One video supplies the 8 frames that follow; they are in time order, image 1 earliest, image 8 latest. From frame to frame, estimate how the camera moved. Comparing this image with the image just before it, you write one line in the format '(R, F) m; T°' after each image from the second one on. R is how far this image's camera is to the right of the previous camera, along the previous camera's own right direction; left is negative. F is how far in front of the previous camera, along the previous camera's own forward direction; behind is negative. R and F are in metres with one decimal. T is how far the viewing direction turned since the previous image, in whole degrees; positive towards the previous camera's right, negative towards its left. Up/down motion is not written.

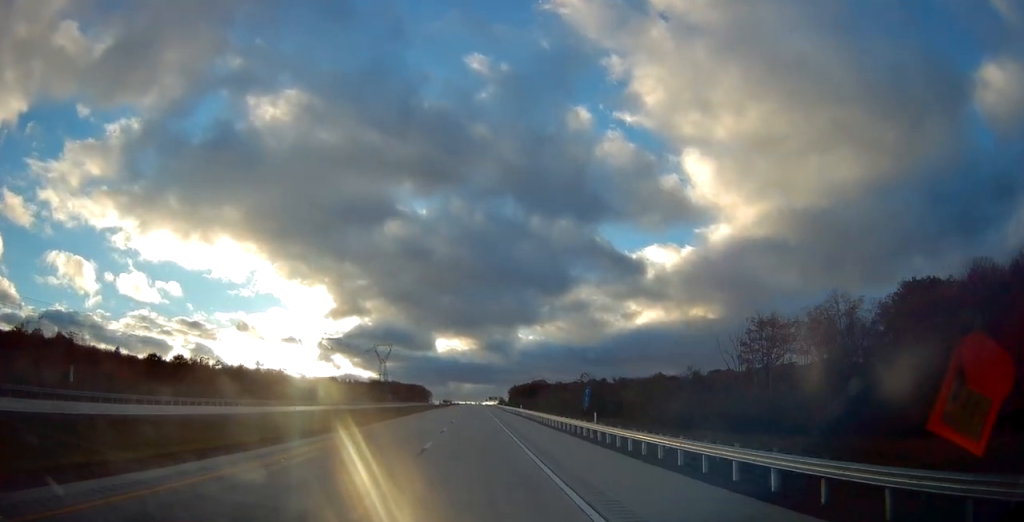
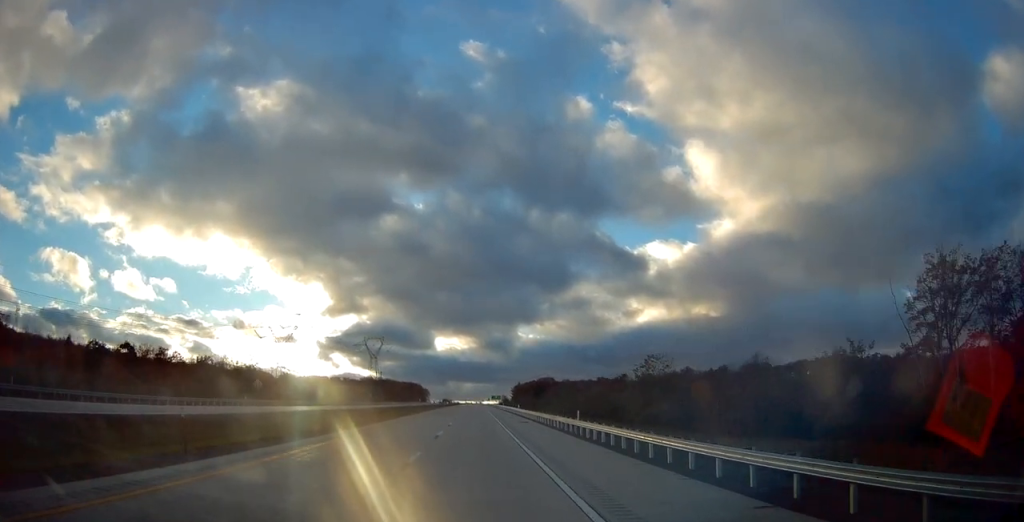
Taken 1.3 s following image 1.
(0.0, +40.9) m; 0°
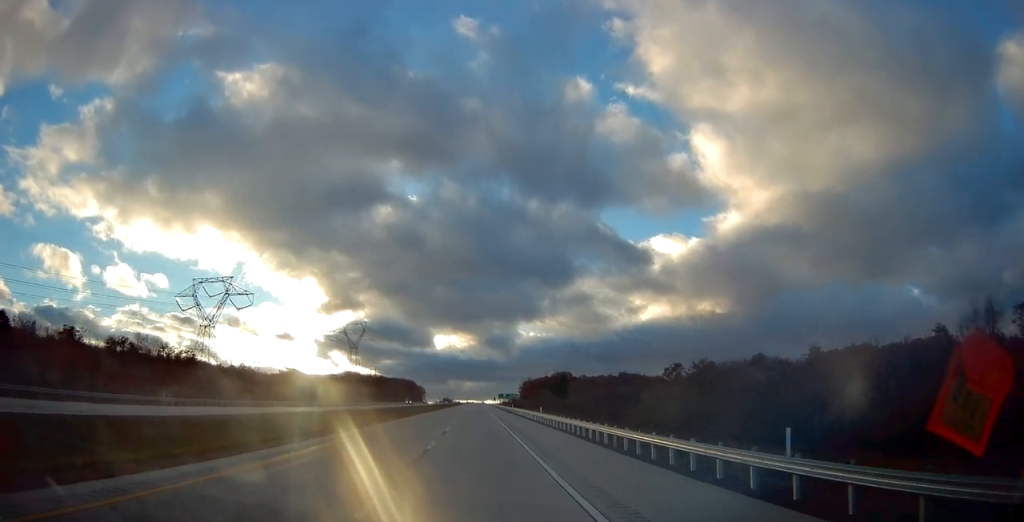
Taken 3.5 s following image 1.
(0.0, +68.1) m; 0°
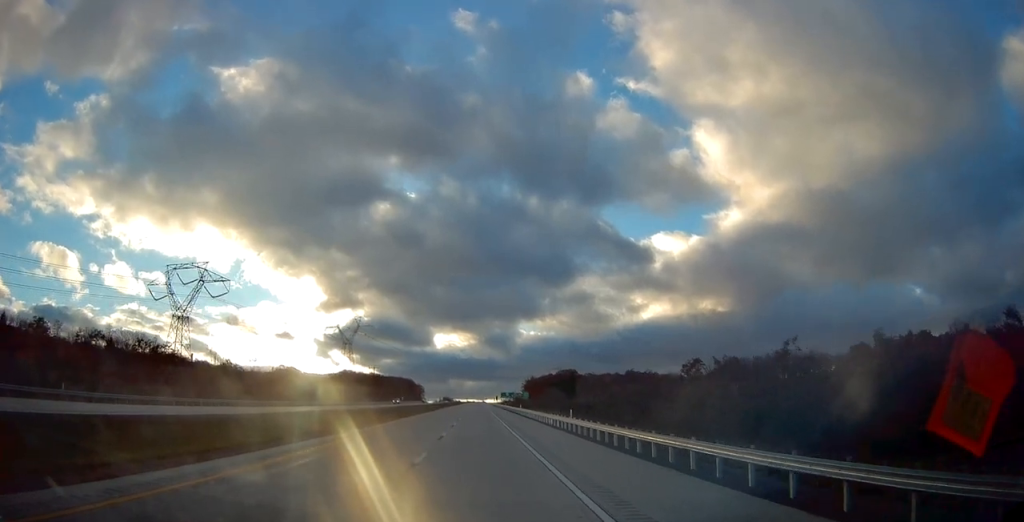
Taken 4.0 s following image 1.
(0.0, +16.8) m; 0°
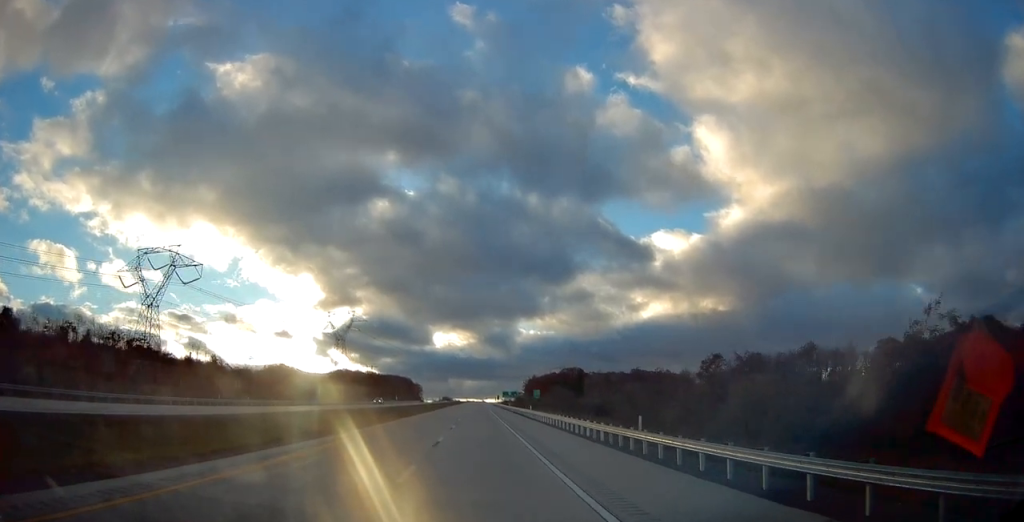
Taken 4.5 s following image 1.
(0.0, +15.7) m; 0°
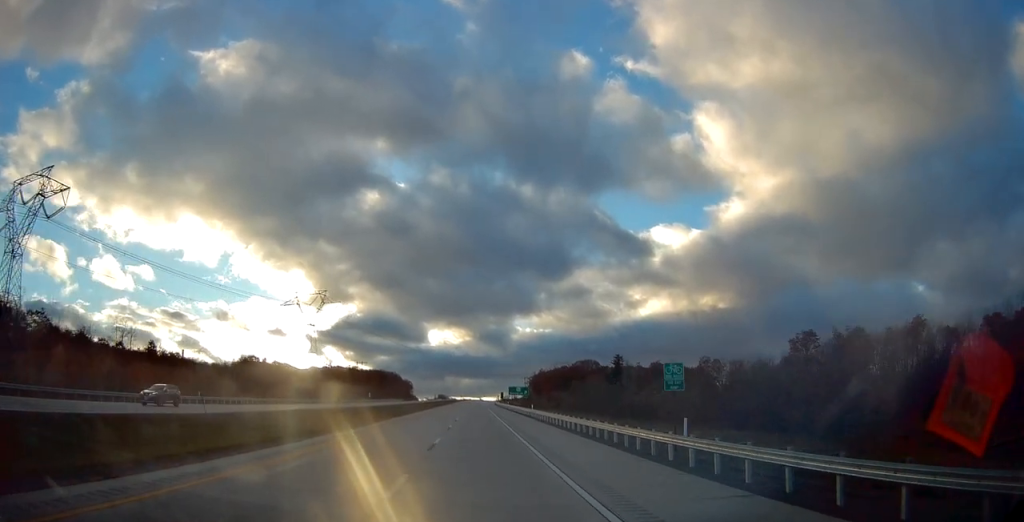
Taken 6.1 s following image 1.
(-0.3, +50.3) m; 0°
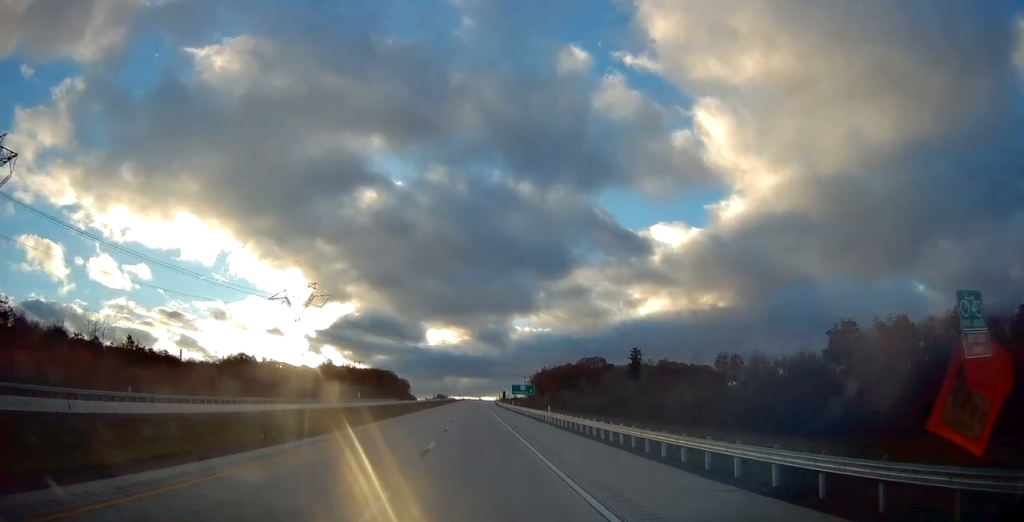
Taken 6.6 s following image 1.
(+0.1, +14.6) m; 0°
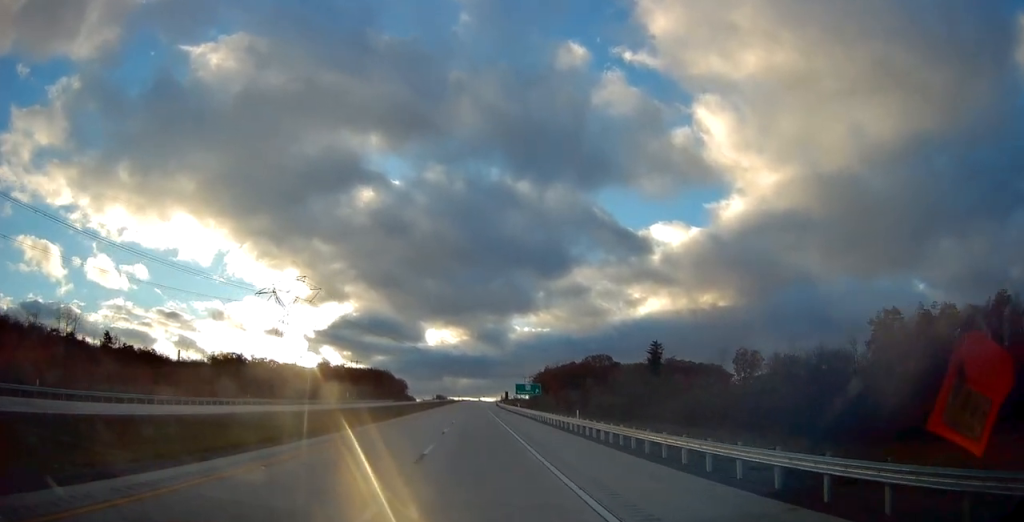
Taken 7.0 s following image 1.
(+0.1, +13.5) m; 0°
